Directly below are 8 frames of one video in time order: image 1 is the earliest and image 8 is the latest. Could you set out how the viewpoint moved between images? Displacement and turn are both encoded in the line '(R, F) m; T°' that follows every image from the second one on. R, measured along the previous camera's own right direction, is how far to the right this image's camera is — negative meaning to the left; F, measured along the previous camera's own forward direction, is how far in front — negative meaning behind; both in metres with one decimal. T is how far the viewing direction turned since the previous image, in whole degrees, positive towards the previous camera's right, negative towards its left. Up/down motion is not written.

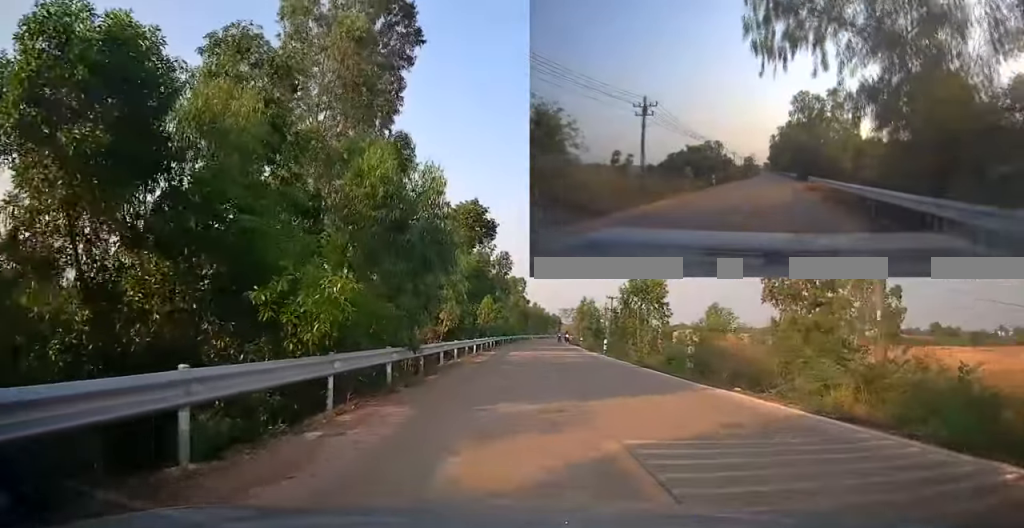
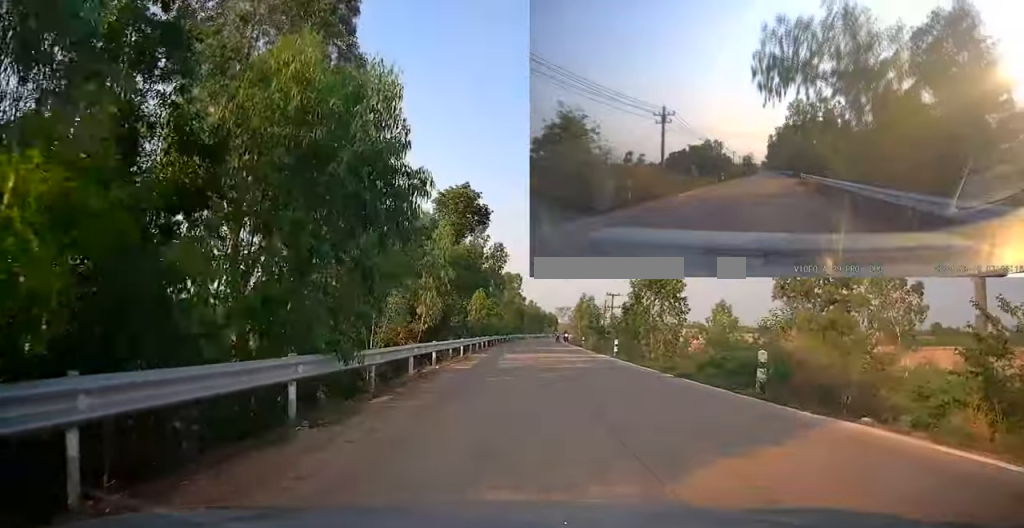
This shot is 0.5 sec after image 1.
(-0.1, +5.5) m; 0°
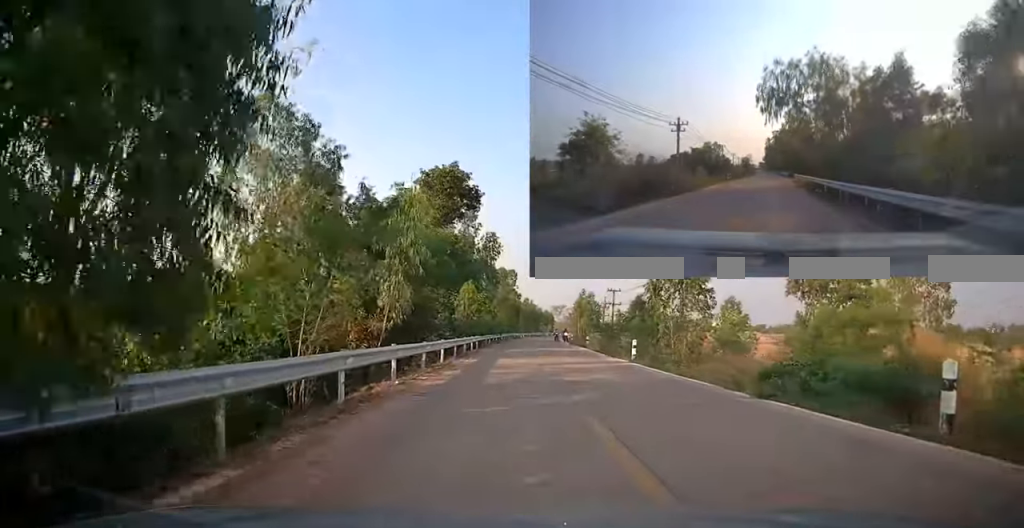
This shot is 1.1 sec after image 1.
(0.0, +5.8) m; +1°
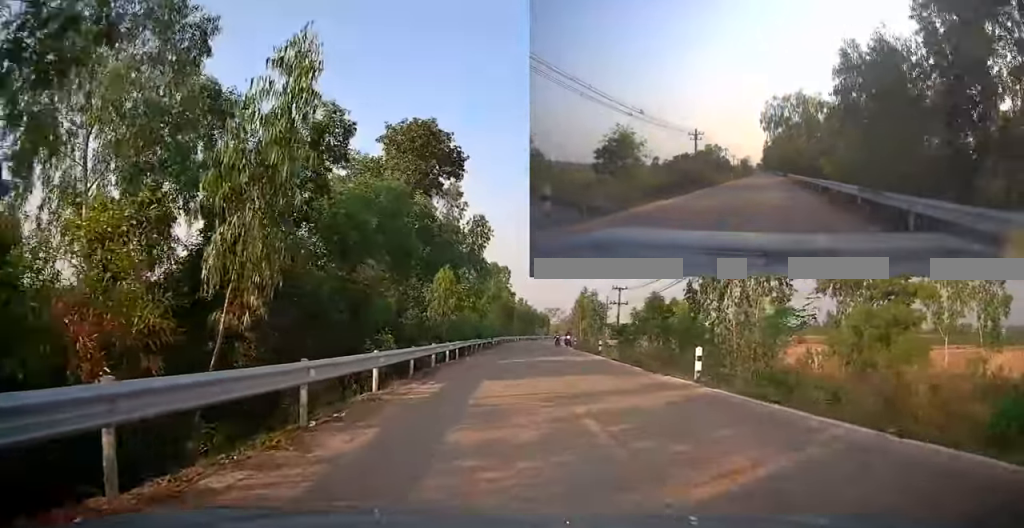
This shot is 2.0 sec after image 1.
(+0.2, +9.5) m; +2°
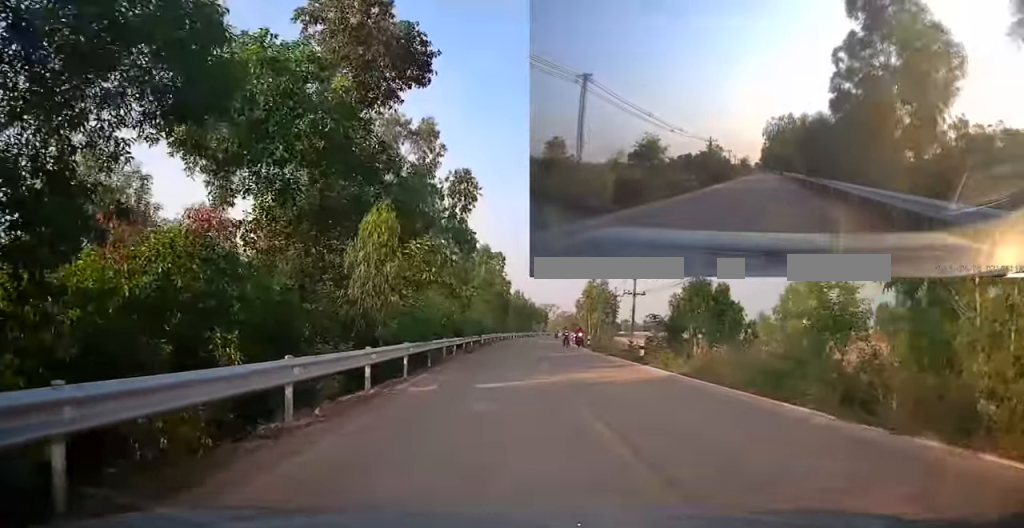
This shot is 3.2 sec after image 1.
(+0.2, +12.5) m; 0°
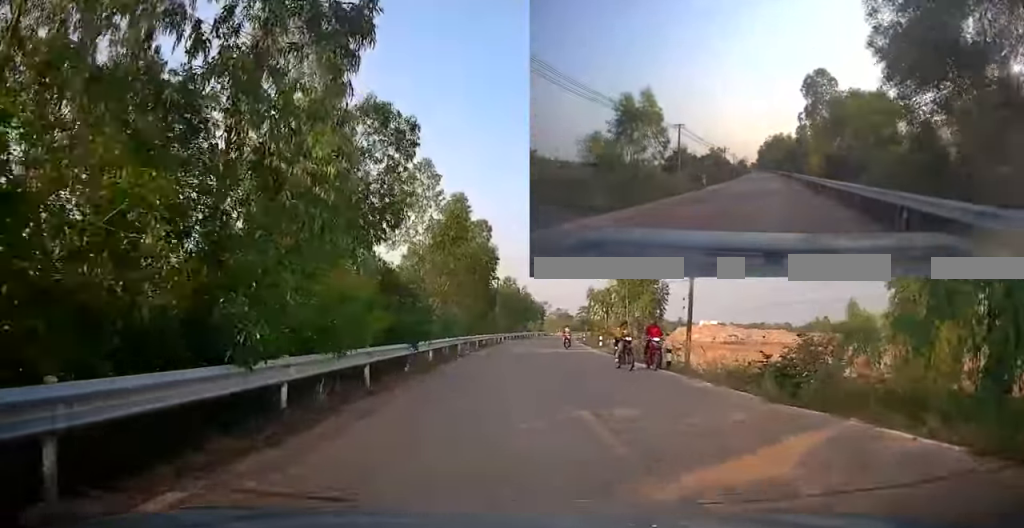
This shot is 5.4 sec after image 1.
(+0.7, +24.0) m; +1°
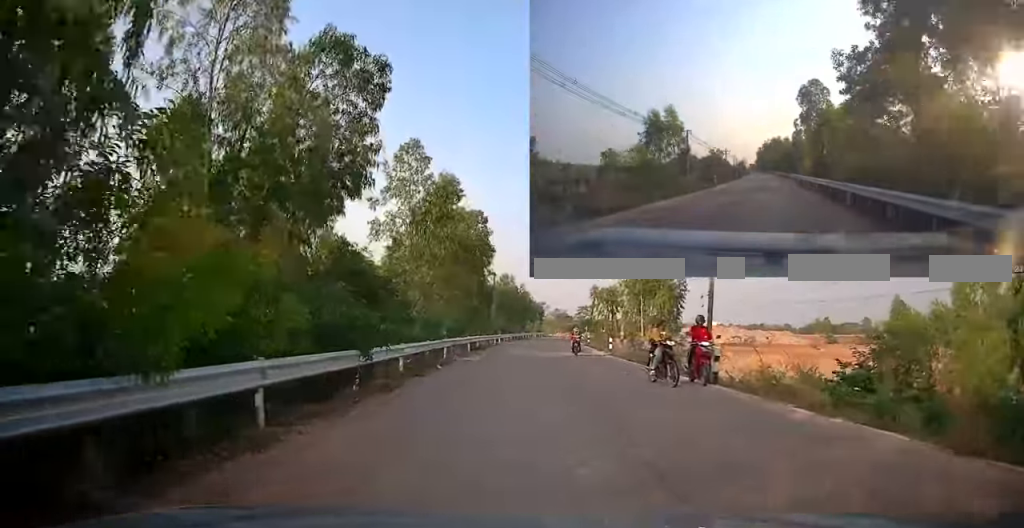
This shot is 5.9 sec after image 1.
(0.0, +4.8) m; 0°
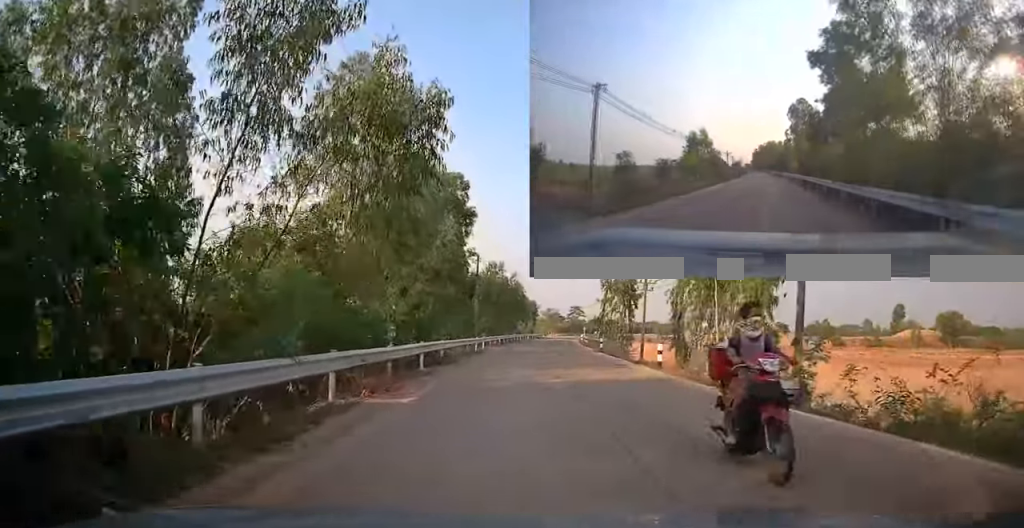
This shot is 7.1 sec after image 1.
(0.0, +13.3) m; +2°
